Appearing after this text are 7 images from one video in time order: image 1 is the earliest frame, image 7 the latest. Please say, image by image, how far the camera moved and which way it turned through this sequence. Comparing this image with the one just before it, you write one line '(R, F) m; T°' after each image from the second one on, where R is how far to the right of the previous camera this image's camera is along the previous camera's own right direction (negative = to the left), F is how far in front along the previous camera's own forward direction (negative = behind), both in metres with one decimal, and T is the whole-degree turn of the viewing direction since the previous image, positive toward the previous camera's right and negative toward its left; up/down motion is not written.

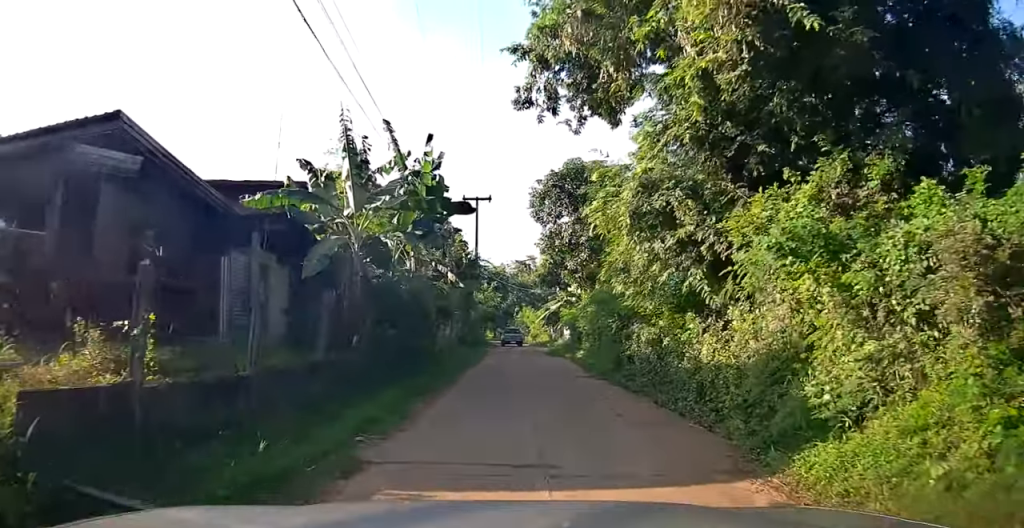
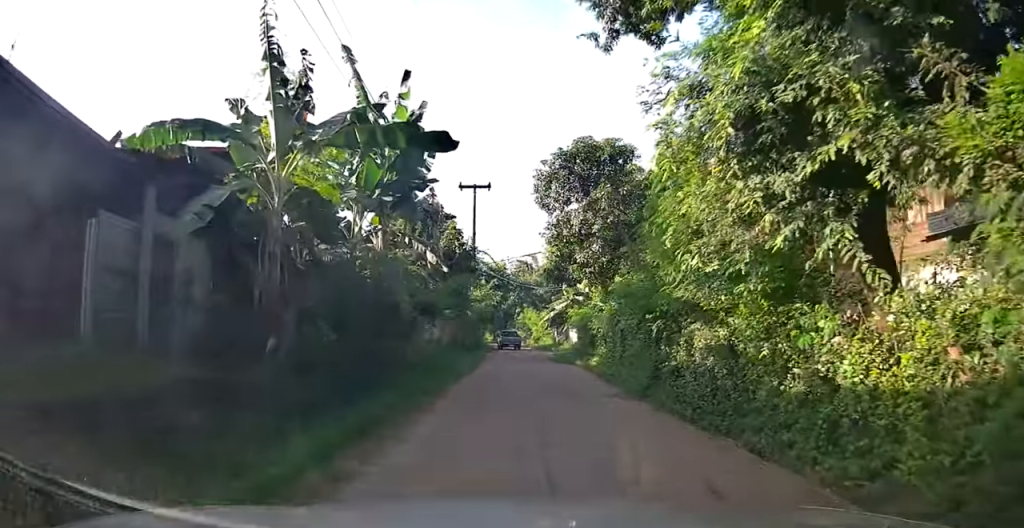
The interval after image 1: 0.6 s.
(0.0, +4.0) m; 0°
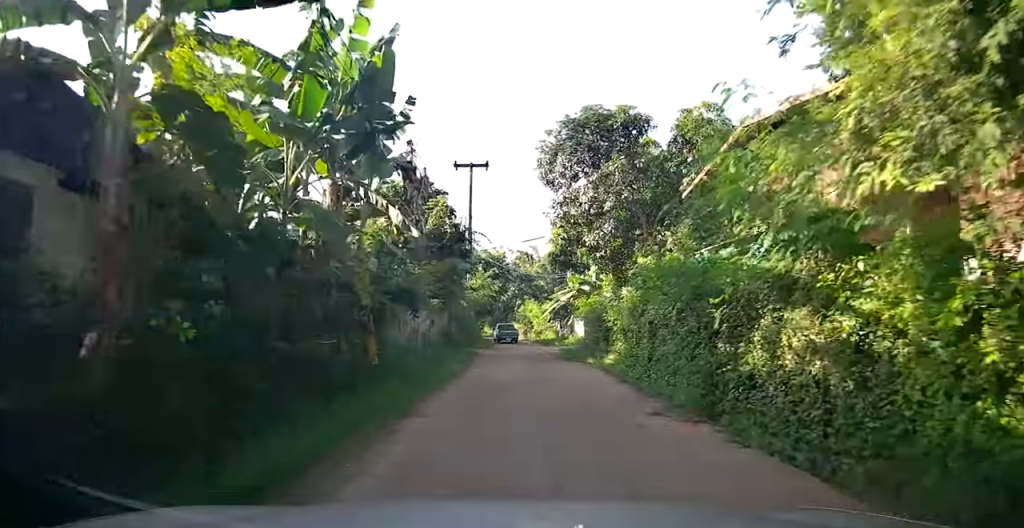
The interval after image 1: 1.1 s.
(0.0, +3.3) m; 0°
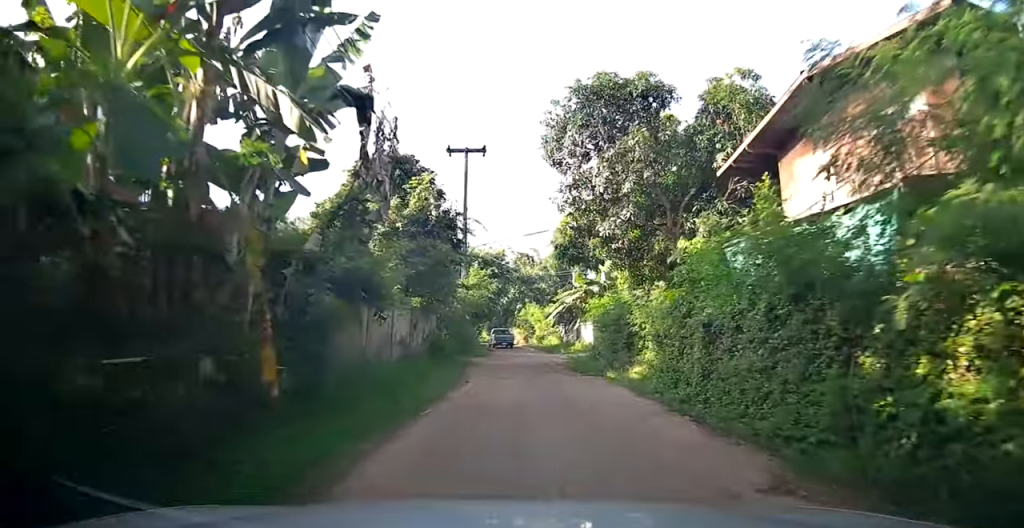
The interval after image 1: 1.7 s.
(0.0, +3.7) m; 0°
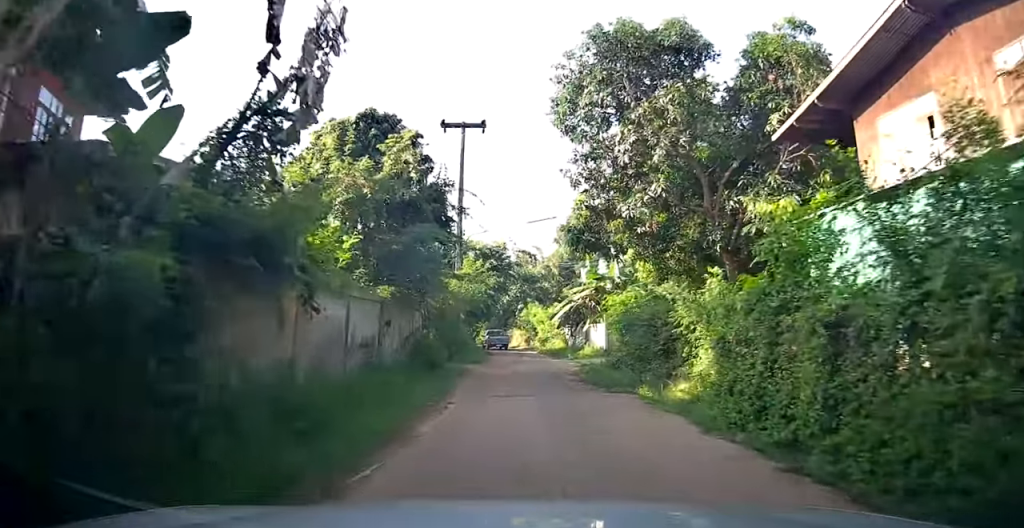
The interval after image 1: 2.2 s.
(0.0, +3.8) m; 0°
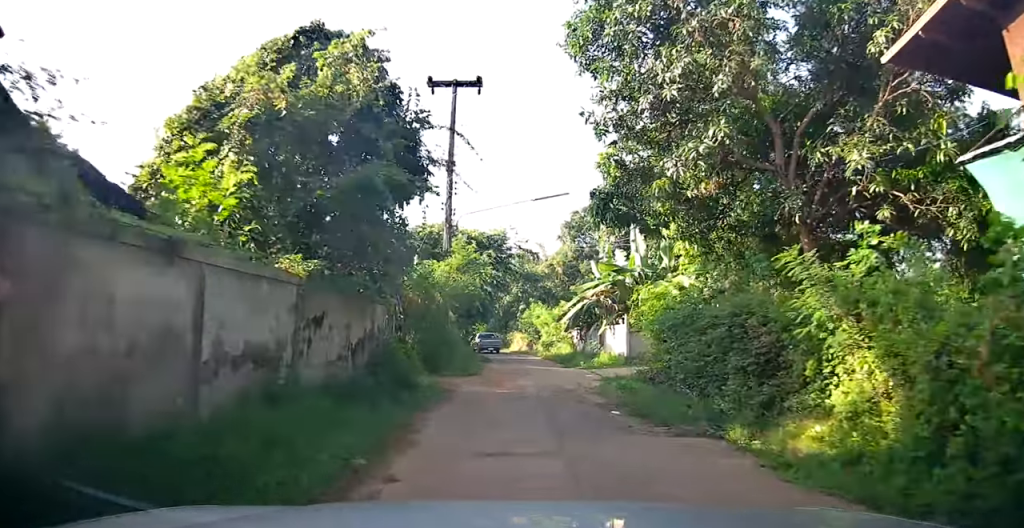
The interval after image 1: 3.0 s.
(0.0, +4.7) m; +1°
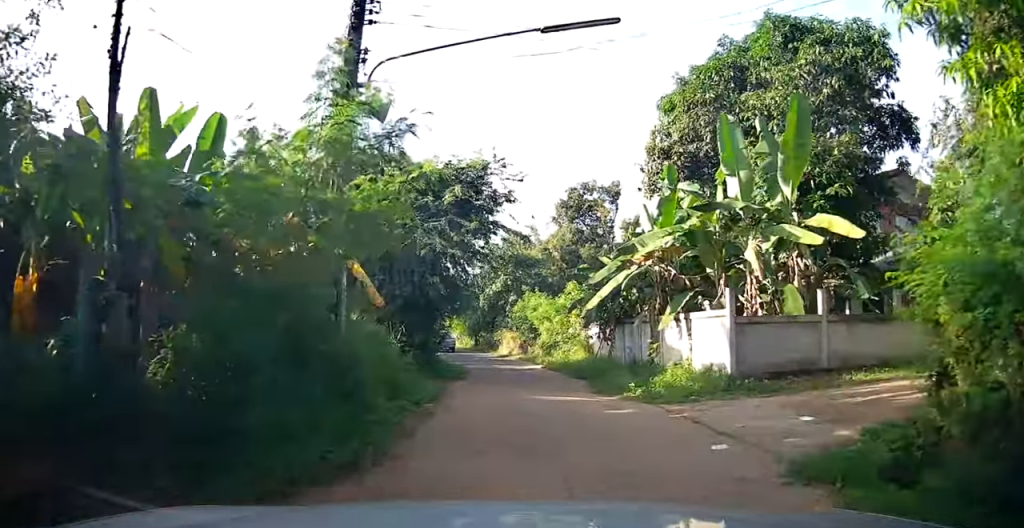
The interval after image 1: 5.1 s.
(+0.3, +12.0) m; +3°
